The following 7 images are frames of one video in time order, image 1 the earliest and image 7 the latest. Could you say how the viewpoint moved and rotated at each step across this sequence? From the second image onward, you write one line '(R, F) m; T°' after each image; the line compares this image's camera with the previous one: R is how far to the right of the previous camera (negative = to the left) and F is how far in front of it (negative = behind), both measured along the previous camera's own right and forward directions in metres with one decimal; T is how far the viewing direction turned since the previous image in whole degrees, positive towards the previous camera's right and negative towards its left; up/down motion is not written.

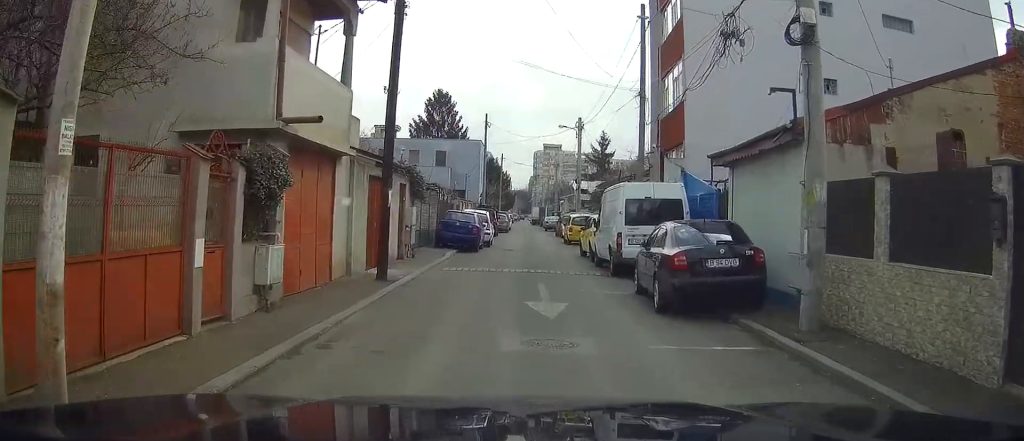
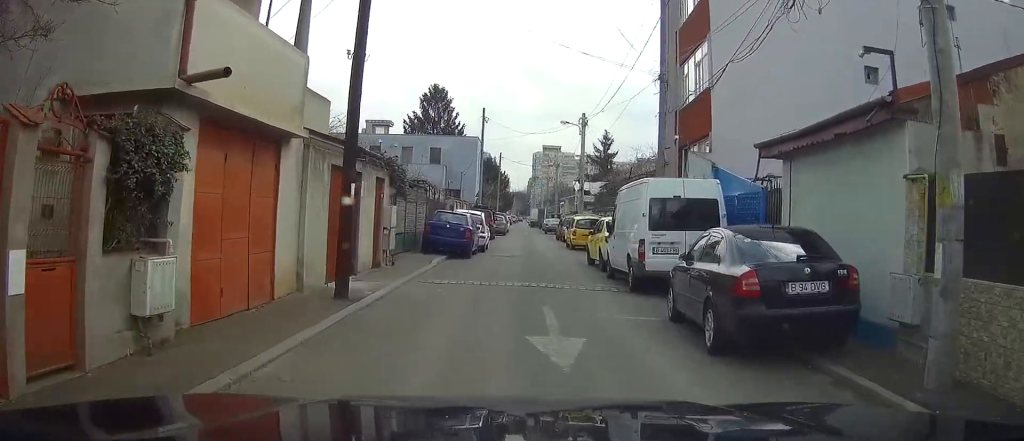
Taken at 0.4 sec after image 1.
(0.0, +3.4) m; 0°
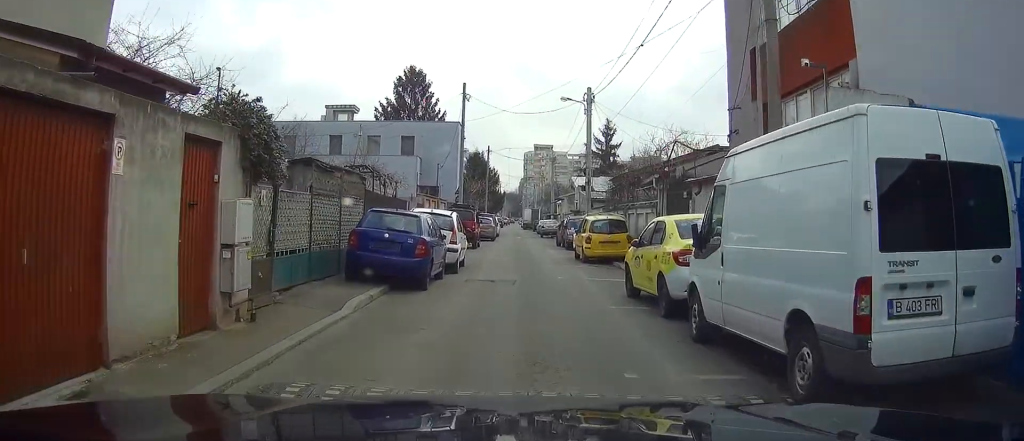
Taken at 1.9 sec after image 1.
(+0.1, +8.8) m; +2°
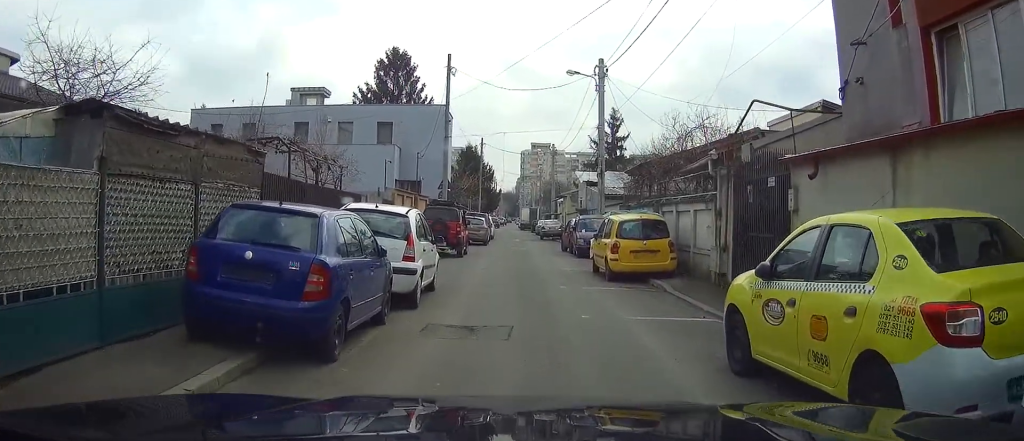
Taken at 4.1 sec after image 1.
(+0.1, +6.7) m; 0°
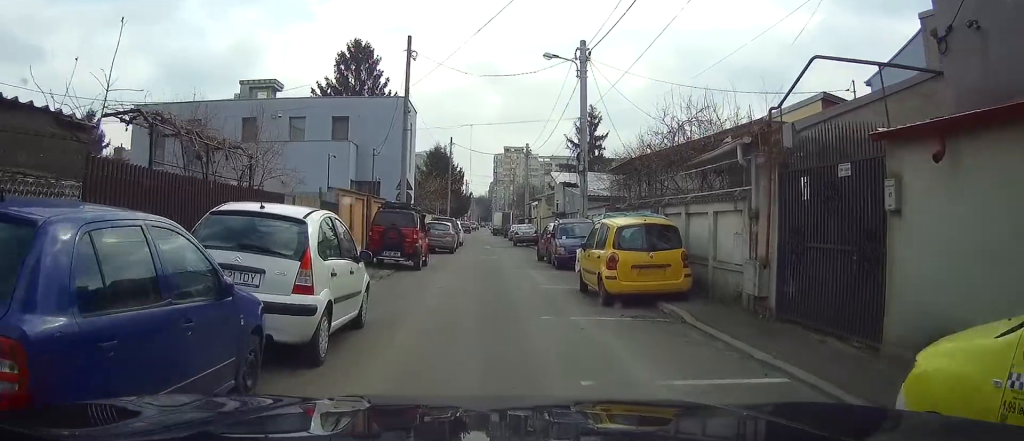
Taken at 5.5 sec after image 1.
(-0.1, +4.3) m; +3°
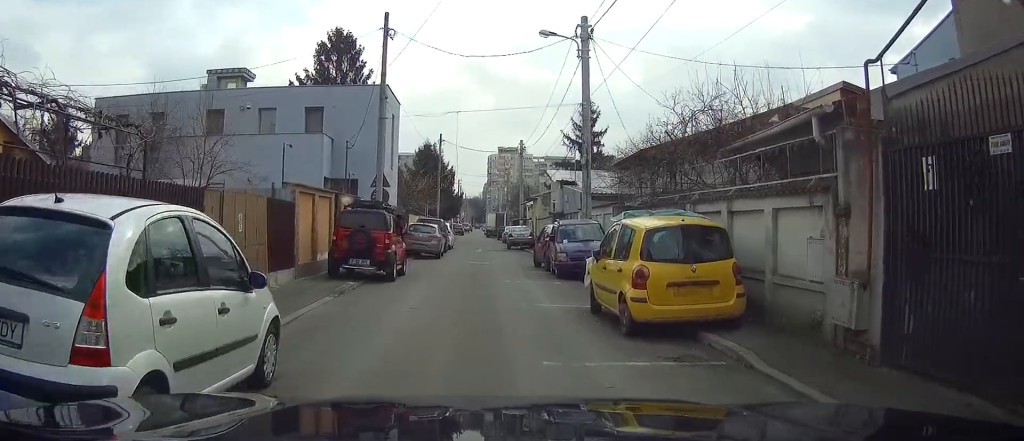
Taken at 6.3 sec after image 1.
(+0.2, +3.9) m; 0°
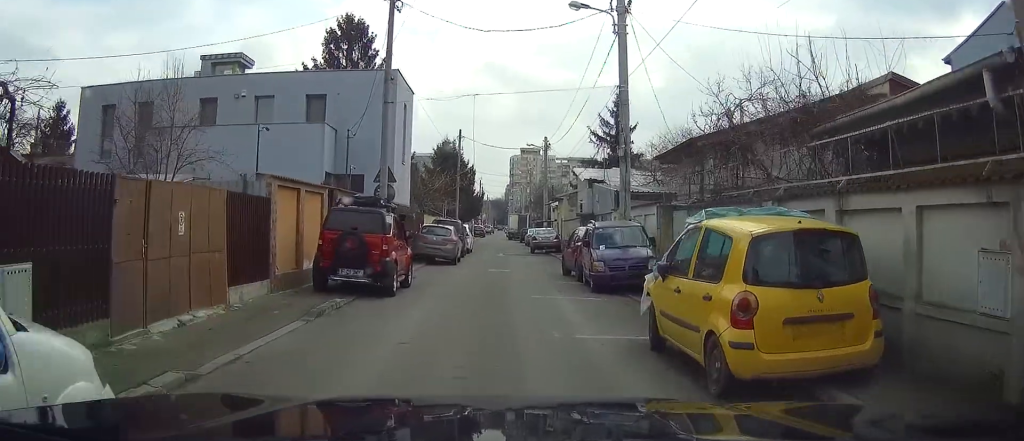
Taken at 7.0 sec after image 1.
(-0.1, +3.7) m; -1°
